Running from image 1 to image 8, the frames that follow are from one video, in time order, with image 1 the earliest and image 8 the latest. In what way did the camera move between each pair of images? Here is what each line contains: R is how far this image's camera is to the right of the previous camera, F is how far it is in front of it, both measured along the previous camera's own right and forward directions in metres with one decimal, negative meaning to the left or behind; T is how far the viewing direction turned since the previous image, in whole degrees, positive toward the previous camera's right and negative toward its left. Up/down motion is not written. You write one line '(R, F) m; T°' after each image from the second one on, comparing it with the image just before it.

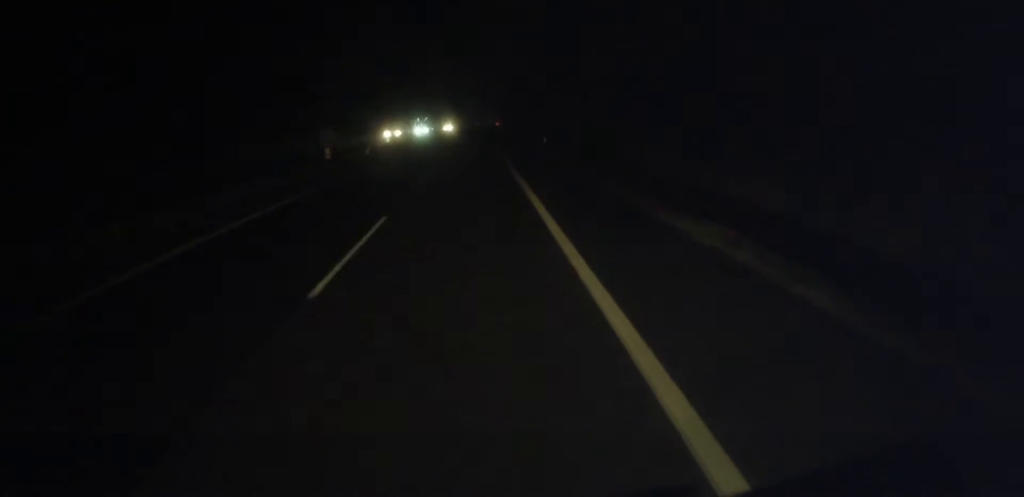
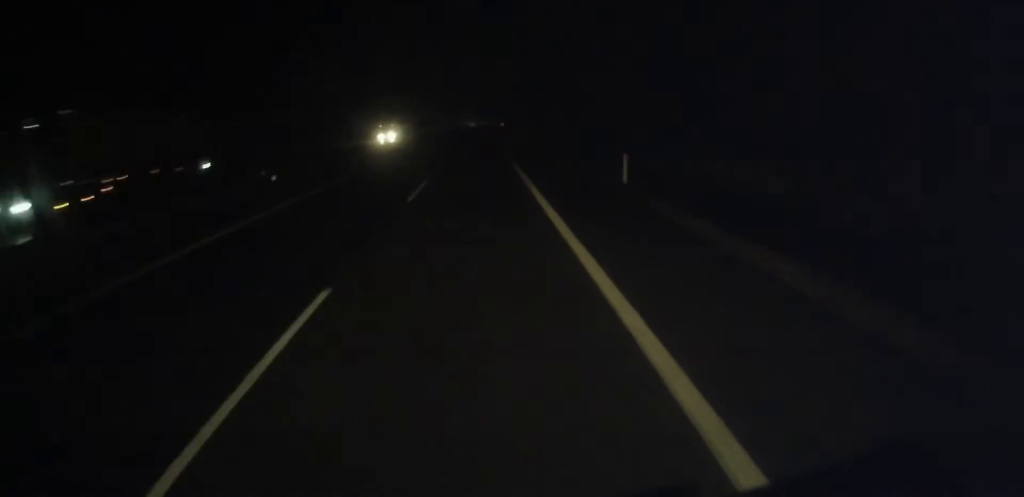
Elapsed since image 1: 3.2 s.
(+0.3, +74.7) m; 0°
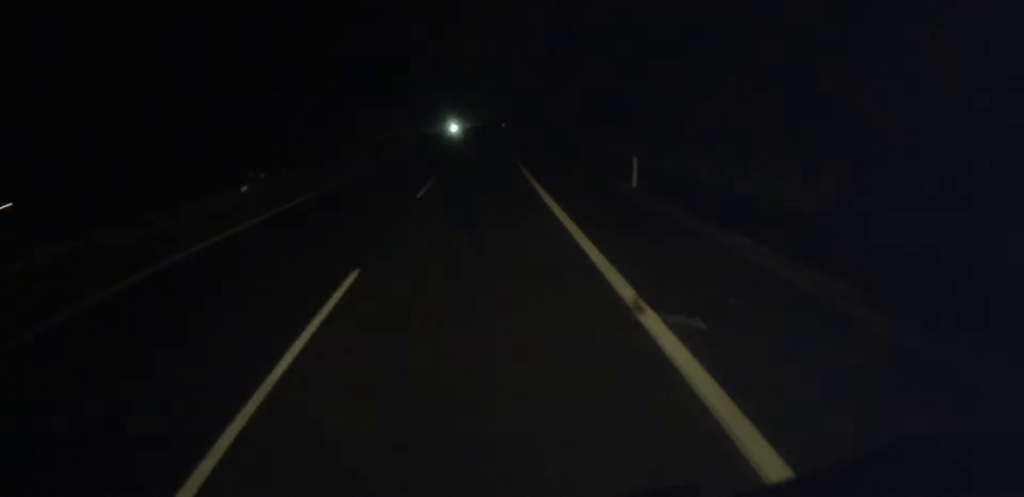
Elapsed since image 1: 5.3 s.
(0.0, +49.7) m; 0°
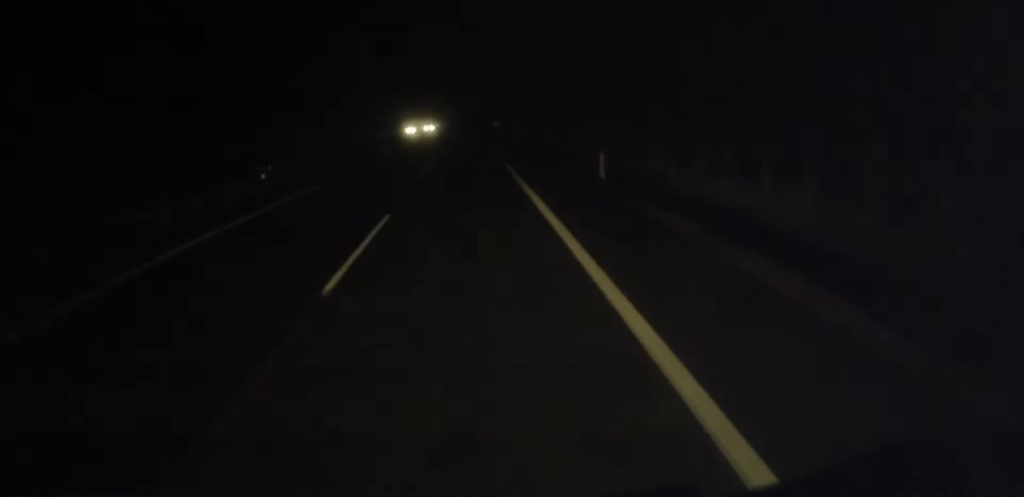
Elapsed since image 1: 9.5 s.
(+0.6, +96.6) m; +1°
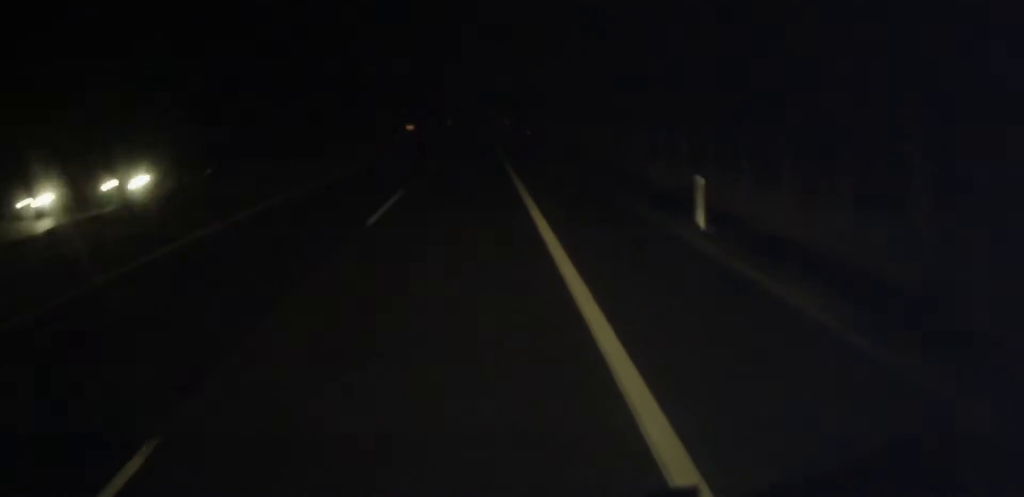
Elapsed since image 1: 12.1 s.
(+0.9, +62.4) m; 0°
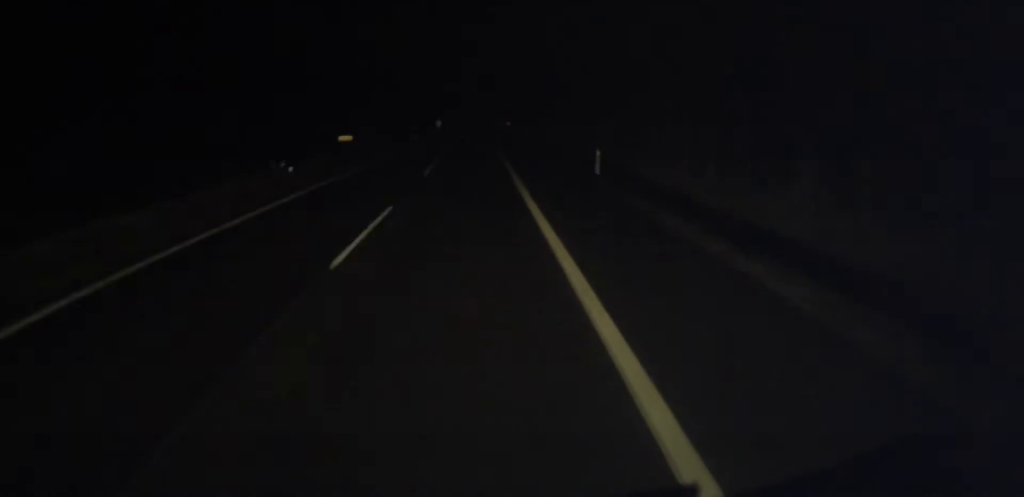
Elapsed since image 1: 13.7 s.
(+0.2, +37.6) m; 0°
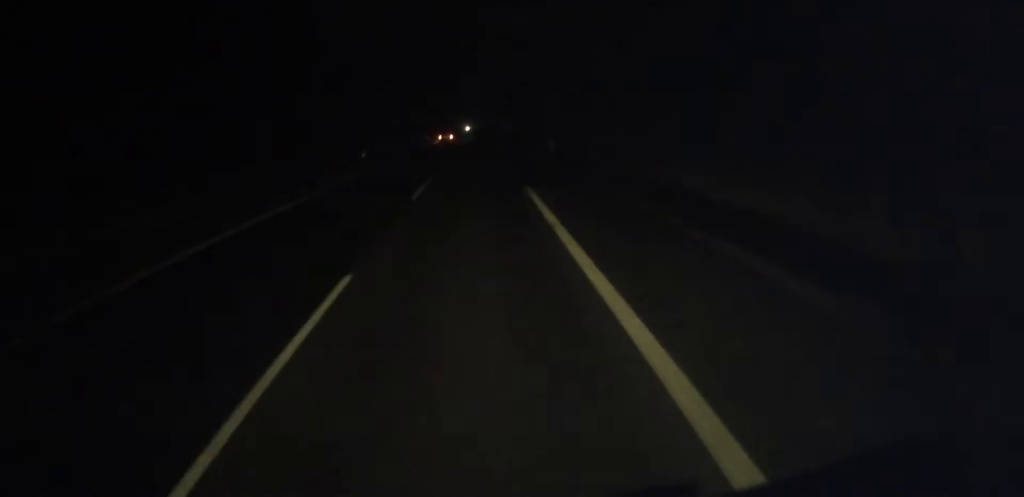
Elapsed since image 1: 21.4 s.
(+0.8, +178.9) m; +1°
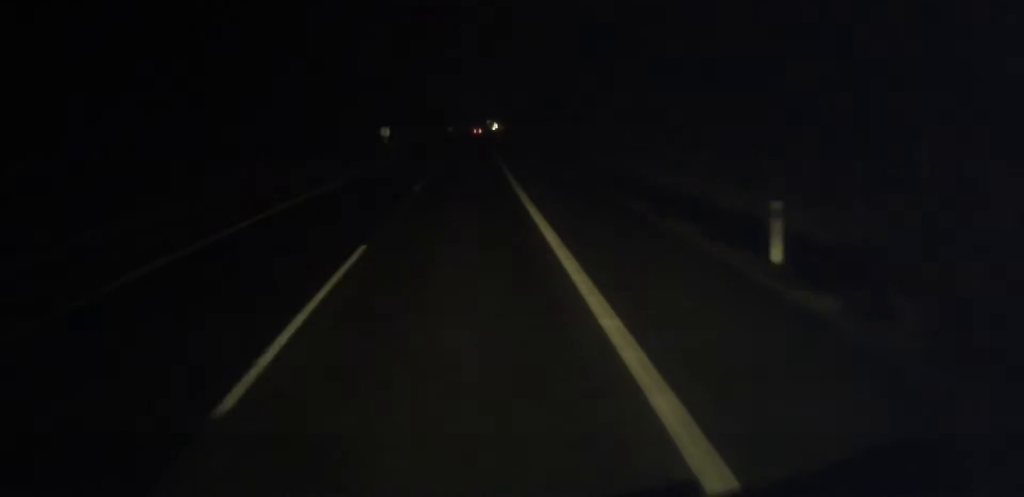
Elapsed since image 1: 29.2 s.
(+2.8, +187.9) m; +2°
